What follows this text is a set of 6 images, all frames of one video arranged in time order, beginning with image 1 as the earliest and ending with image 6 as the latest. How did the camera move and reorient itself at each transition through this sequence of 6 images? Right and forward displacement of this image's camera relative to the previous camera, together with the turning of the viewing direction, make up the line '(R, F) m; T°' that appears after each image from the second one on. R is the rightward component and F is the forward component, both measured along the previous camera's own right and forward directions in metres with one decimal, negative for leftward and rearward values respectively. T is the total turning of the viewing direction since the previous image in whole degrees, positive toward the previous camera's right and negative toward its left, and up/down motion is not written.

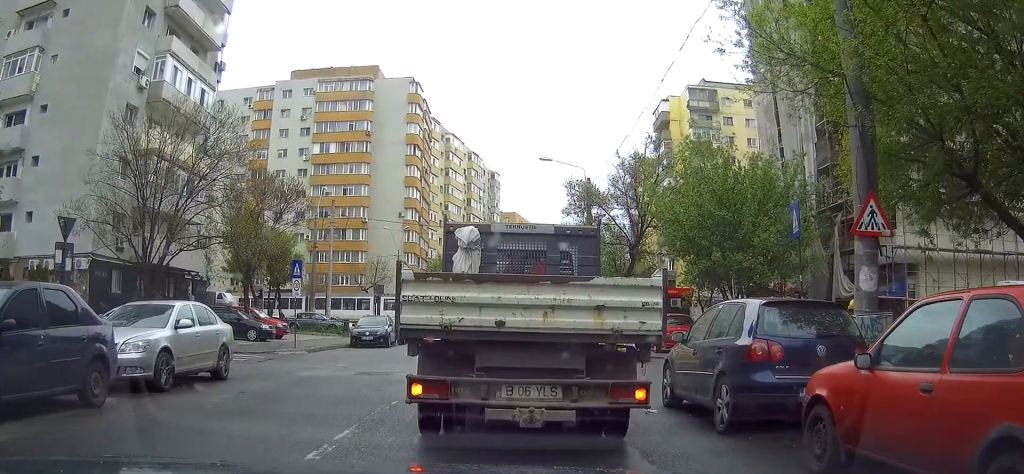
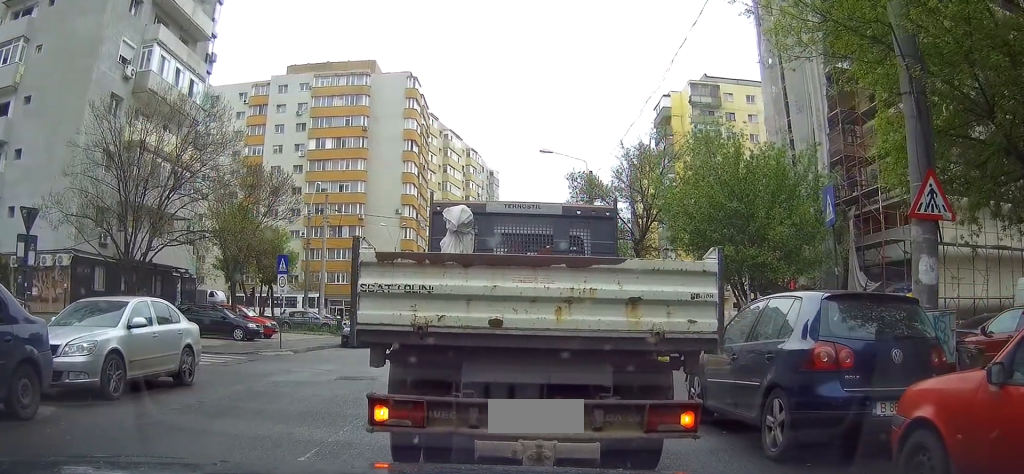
(+0.1, +1.7) m; 0°
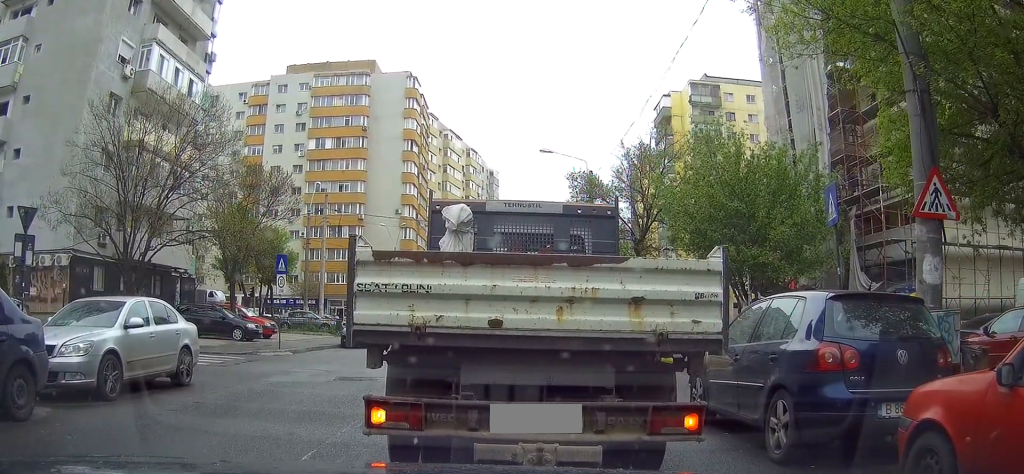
(+0.2, +0.3) m; 0°
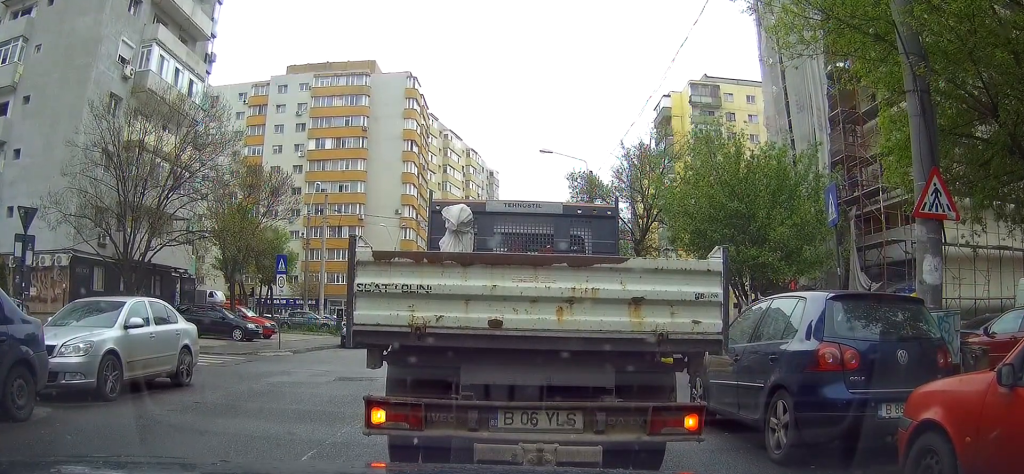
(+0.3, +0.2) m; 0°
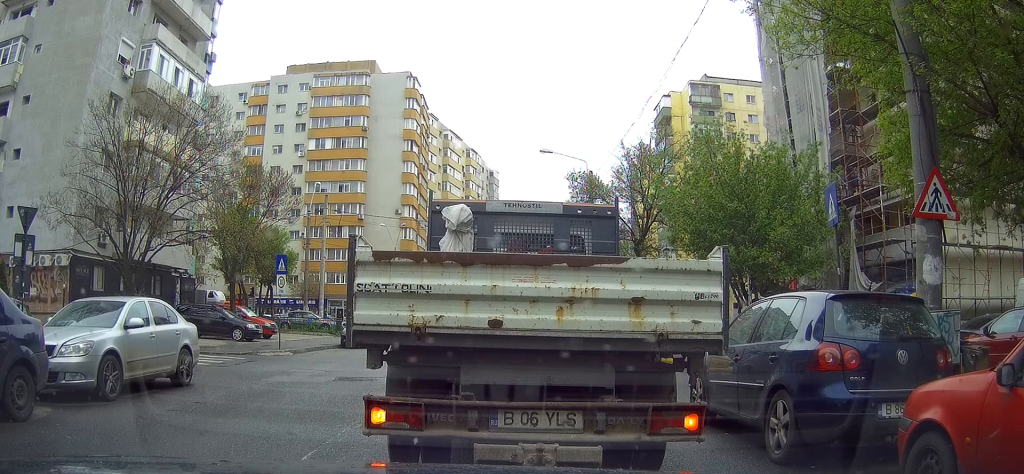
(+0.1, 0.0) m; 0°
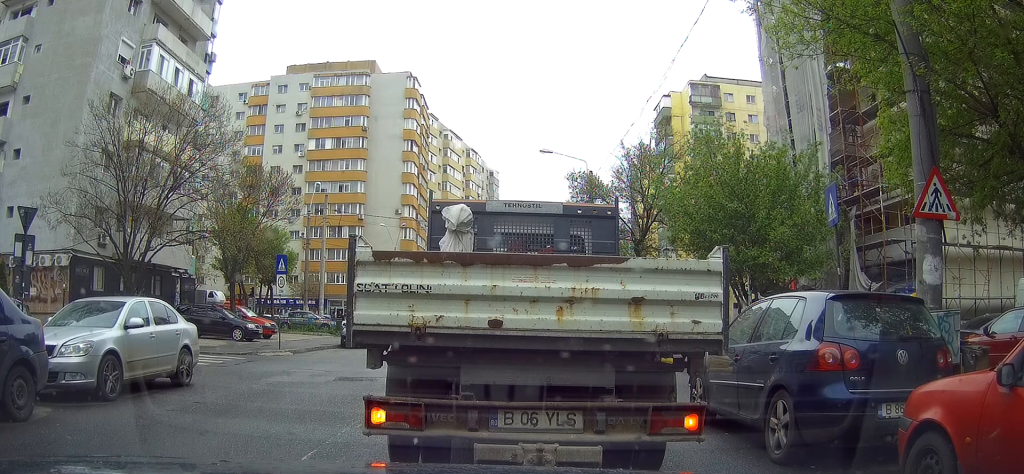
(0.0, 0.0) m; 0°
